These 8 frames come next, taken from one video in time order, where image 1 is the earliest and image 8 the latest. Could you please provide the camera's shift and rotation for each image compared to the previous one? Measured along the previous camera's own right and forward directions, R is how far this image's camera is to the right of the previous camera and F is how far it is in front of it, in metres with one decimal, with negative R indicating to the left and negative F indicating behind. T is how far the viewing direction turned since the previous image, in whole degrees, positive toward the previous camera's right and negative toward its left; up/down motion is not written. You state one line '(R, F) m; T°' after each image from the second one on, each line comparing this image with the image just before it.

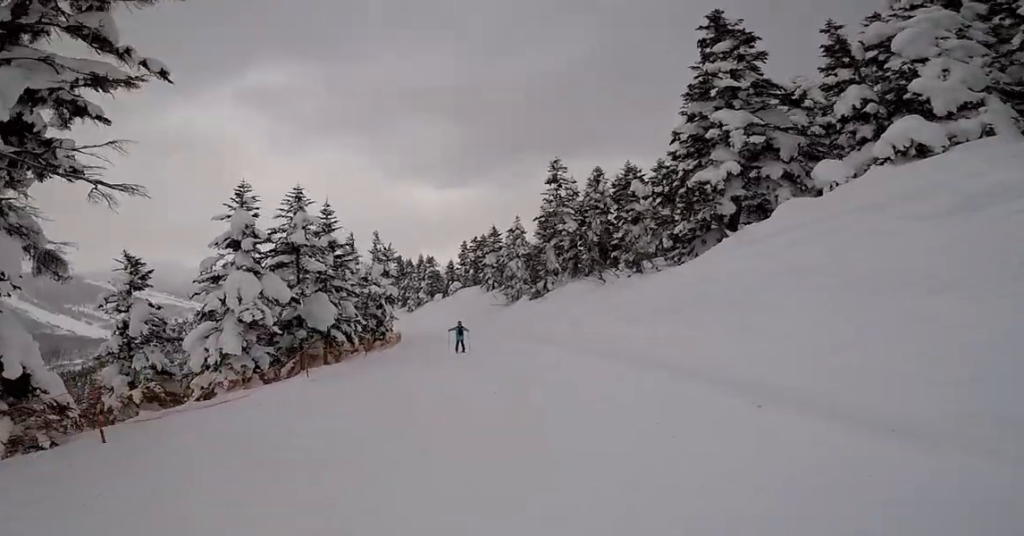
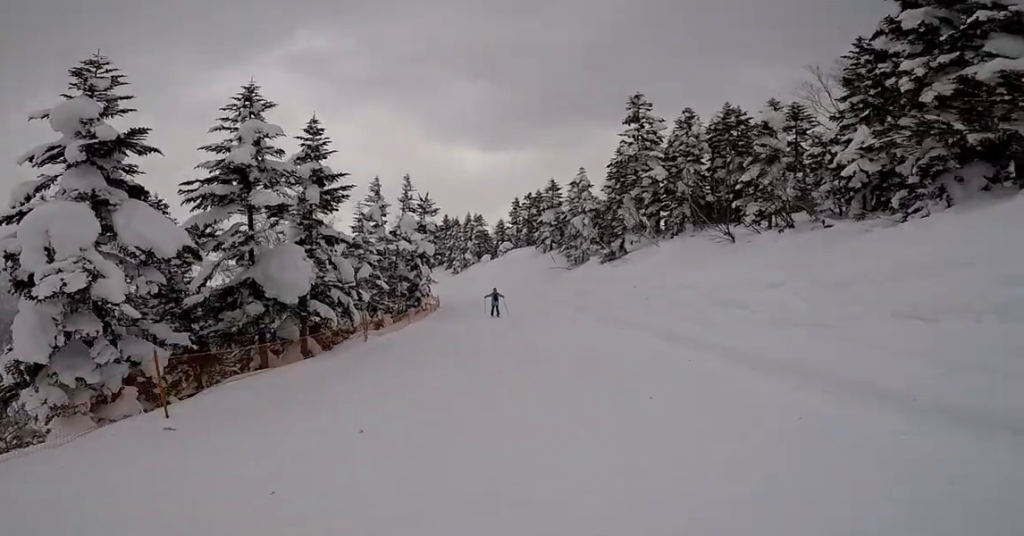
(-0.7, +7.1) m; -7°
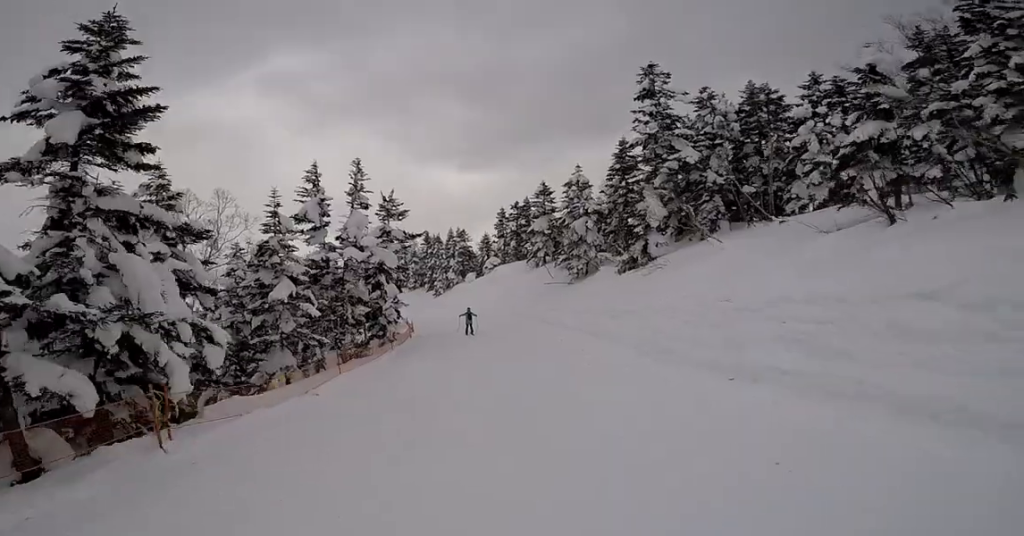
(-0.2, +7.9) m; -1°
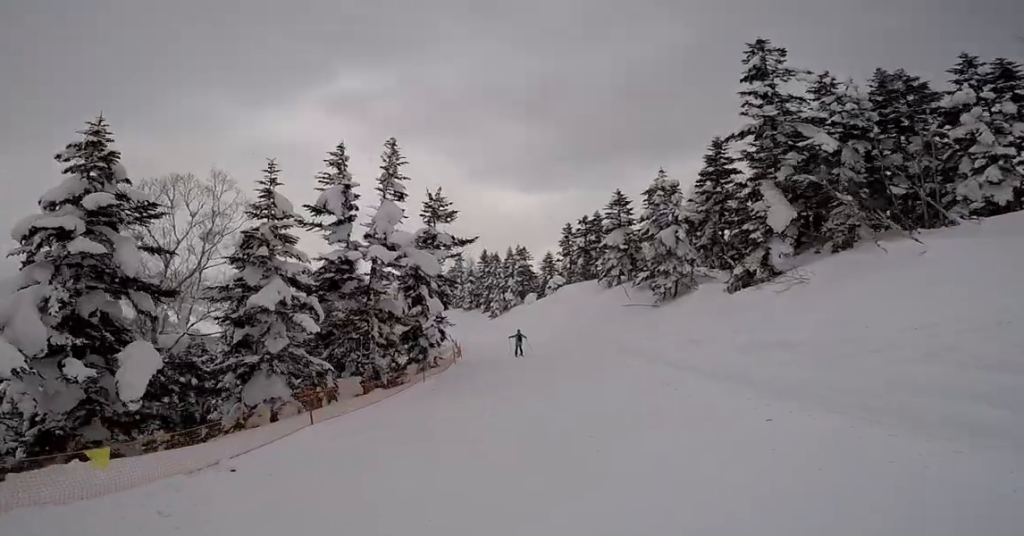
(-0.4, +4.9) m; +3°
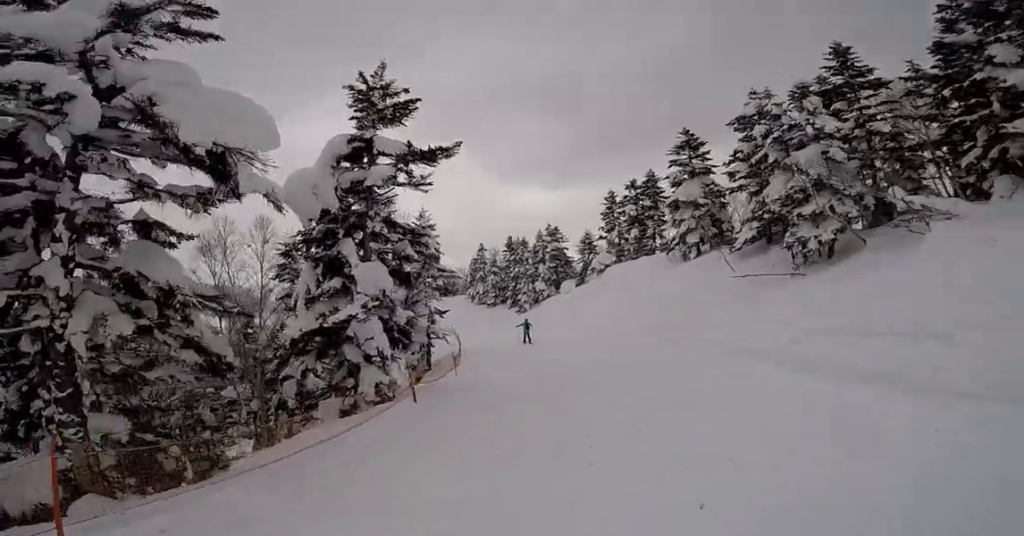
(+1.4, +11.5) m; +4°
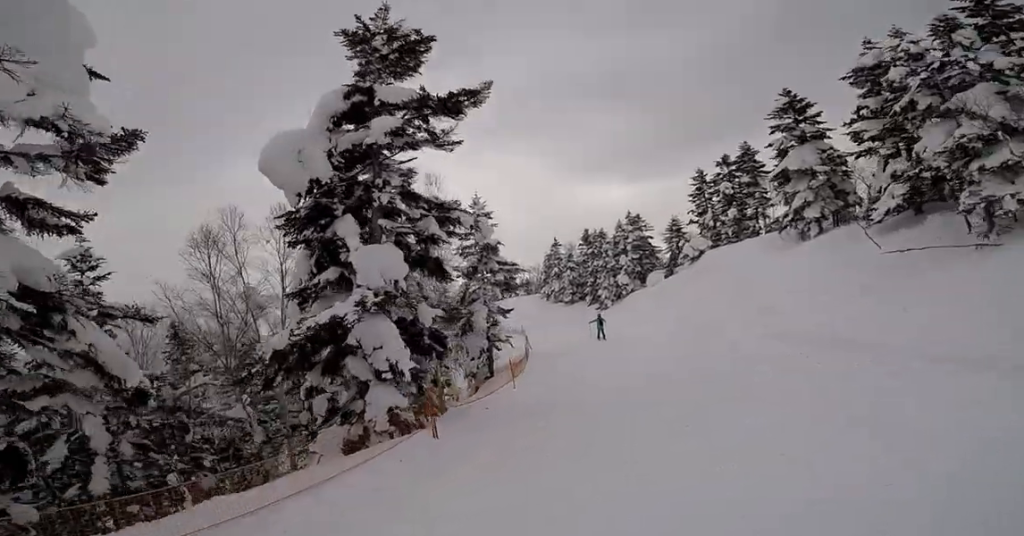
(+0.1, +3.2) m; -3°
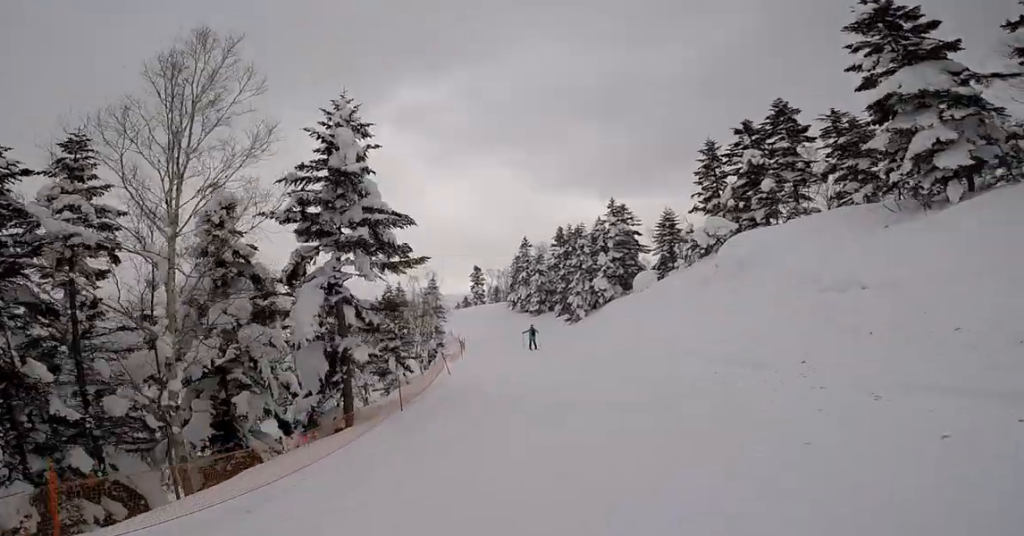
(-1.1, +11.0) m; -7°
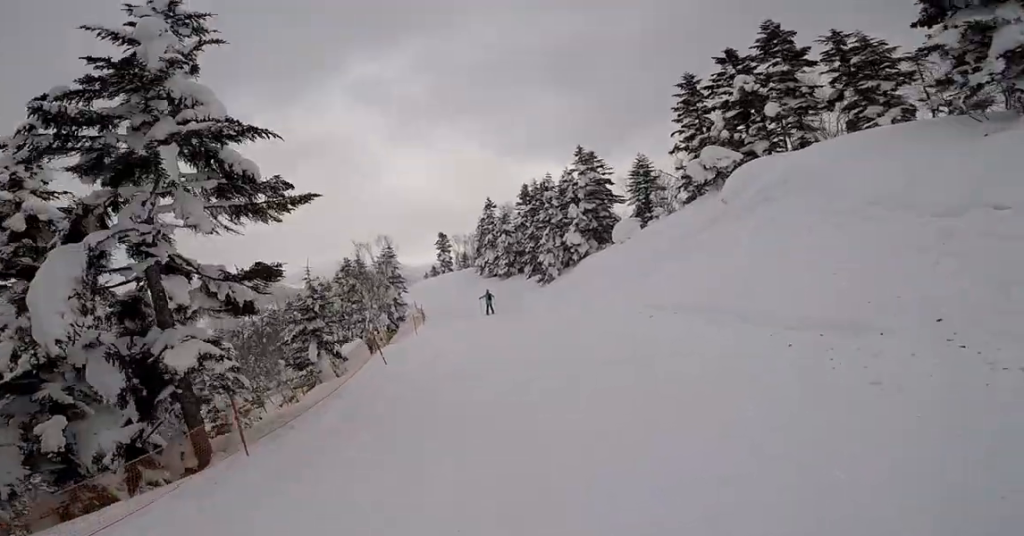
(+0.3, +4.4) m; -4°
